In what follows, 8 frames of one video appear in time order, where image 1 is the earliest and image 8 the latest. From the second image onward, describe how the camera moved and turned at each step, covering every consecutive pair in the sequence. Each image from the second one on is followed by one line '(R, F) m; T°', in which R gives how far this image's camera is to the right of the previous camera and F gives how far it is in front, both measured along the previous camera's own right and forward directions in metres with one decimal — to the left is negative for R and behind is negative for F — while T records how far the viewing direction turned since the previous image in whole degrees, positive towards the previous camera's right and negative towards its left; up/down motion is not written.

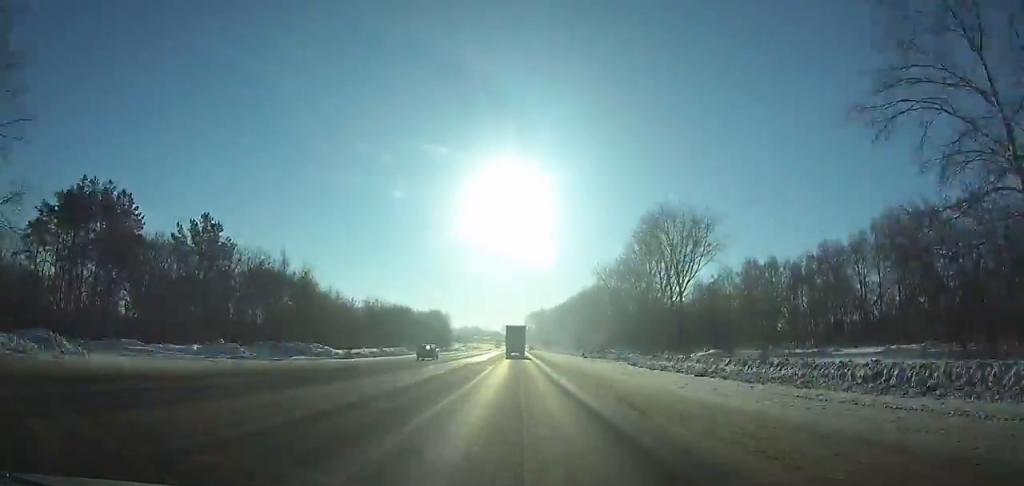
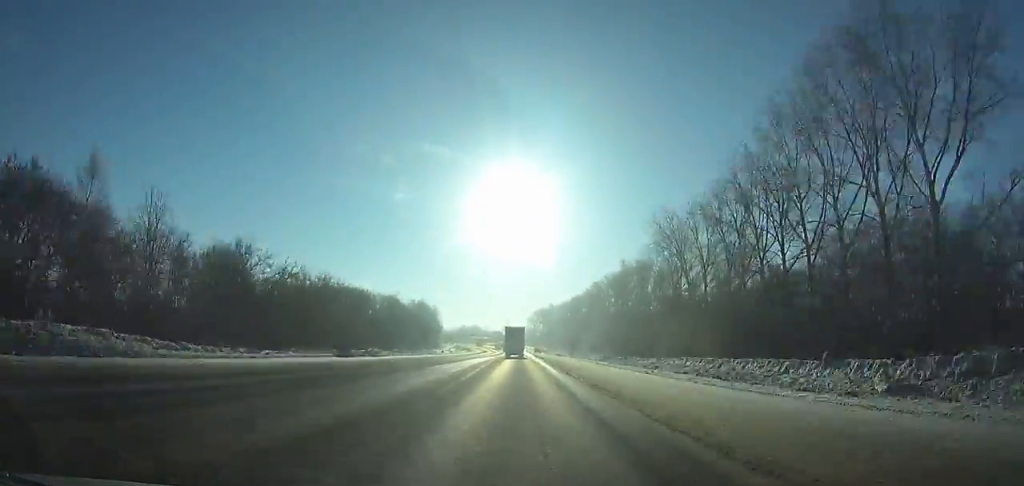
(-0.1, +56.7) m; 0°
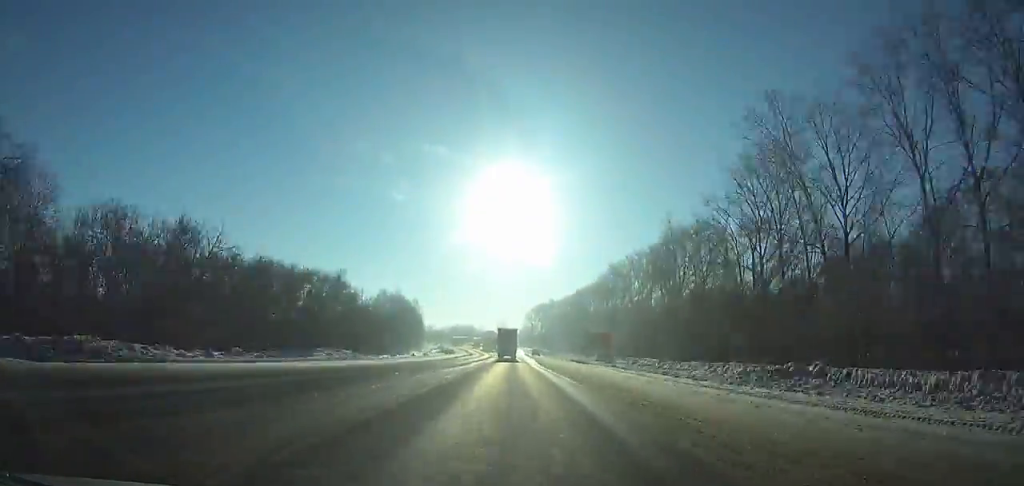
(+0.2, +37.9) m; 0°
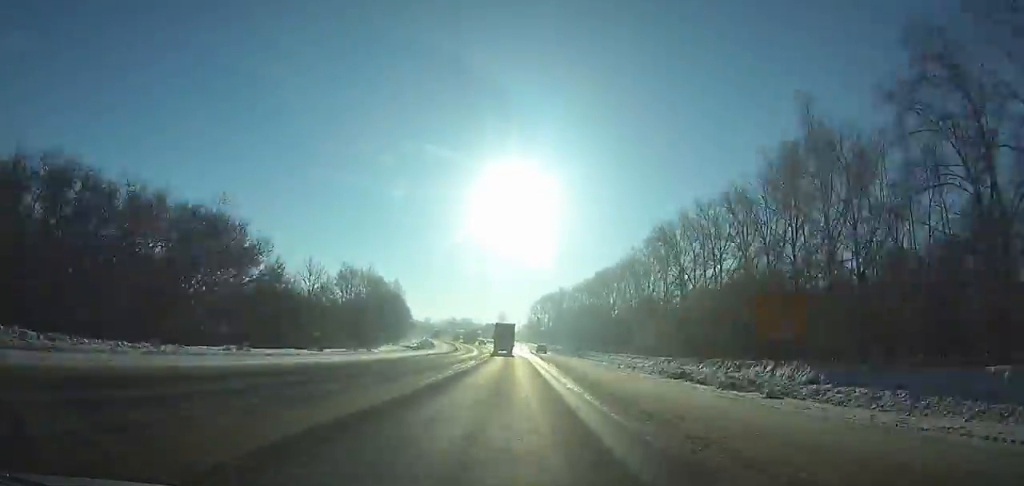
(-0.2, +37.7) m; -1°
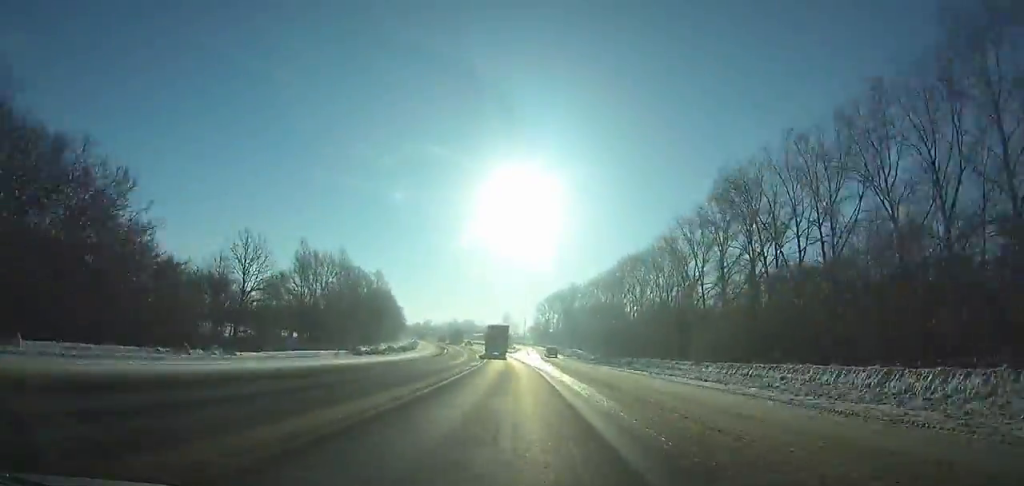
(+0.3, +27.1) m; -1°
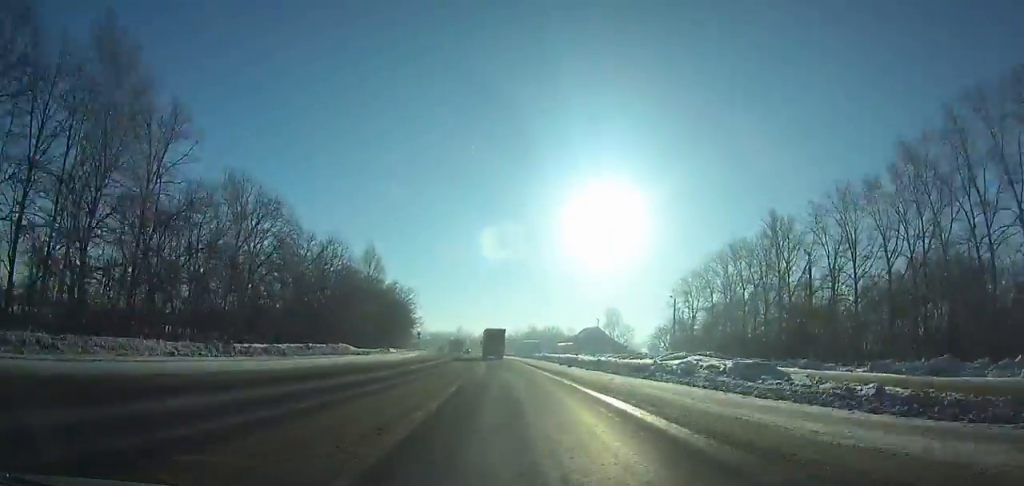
(-8.8, +116.8) m; -9°
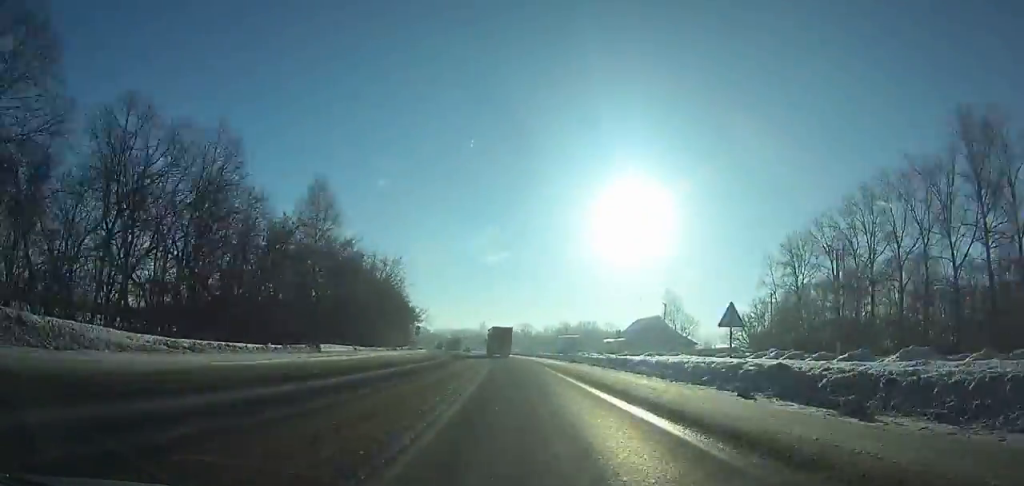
(-1.1, +38.9) m; -3°
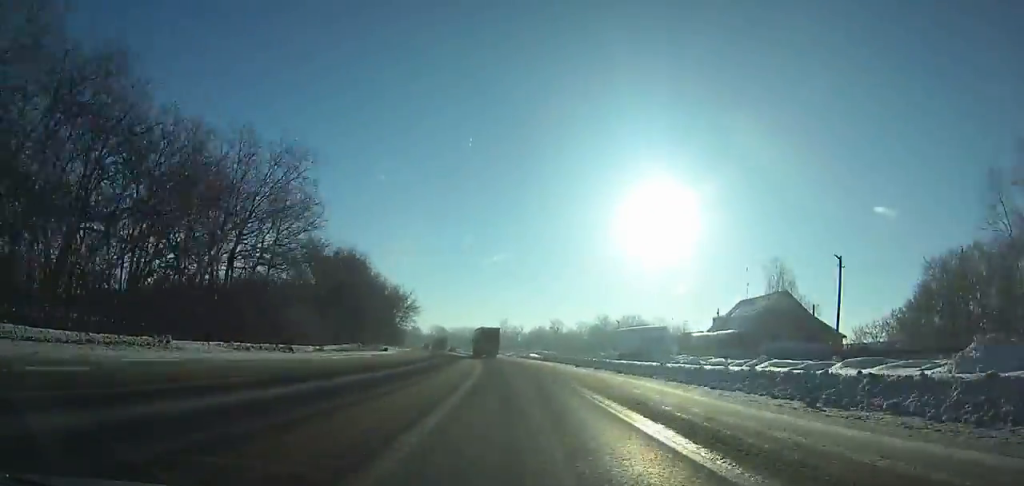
(-1.0, +47.1) m; -3°
